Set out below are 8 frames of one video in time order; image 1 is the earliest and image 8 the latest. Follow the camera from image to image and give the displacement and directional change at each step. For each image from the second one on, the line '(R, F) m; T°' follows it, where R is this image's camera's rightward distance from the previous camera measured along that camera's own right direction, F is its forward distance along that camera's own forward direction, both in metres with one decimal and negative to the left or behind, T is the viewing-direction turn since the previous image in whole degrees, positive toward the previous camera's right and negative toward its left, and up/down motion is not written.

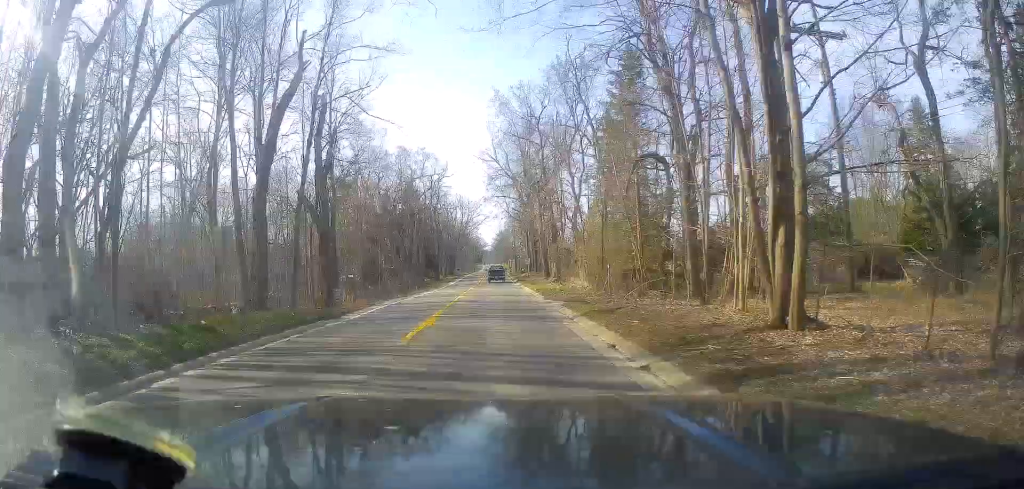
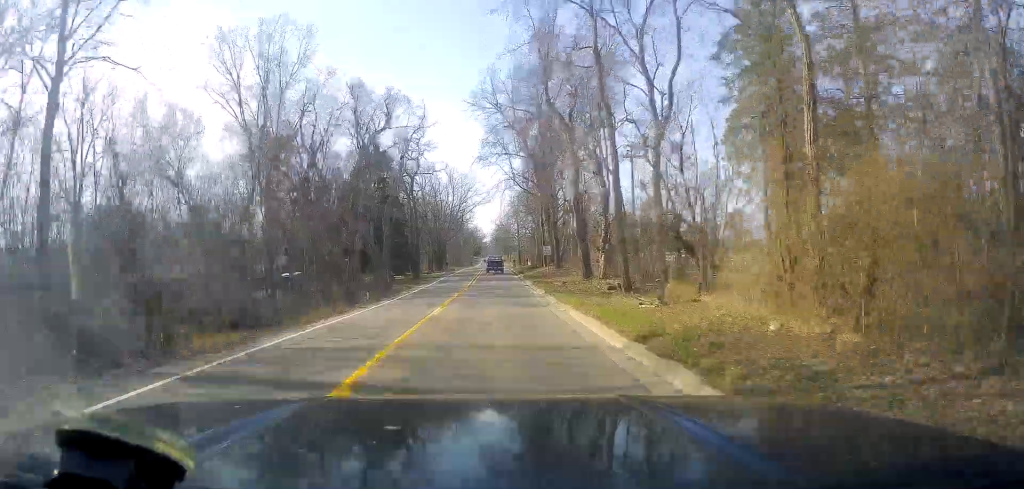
(-0.5, +28.4) m; -1°
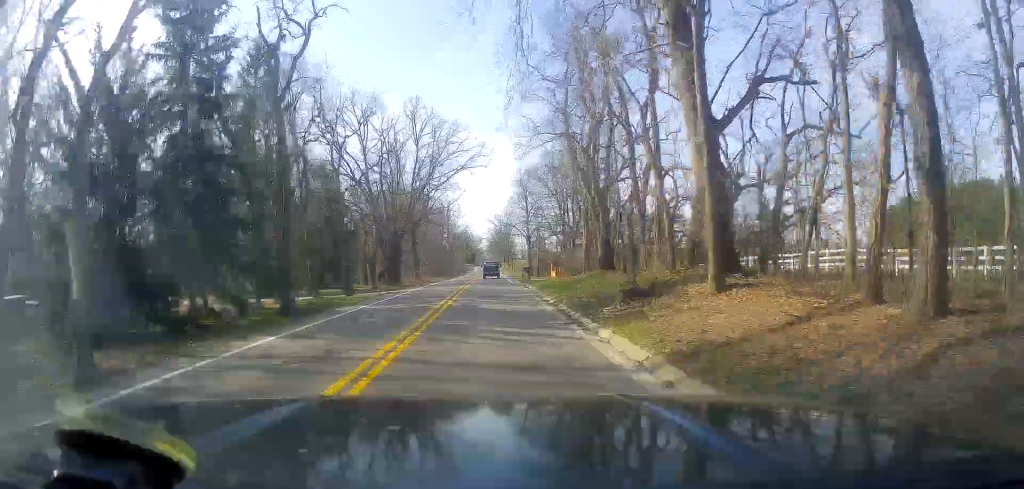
(+0.9, +48.3) m; +2°
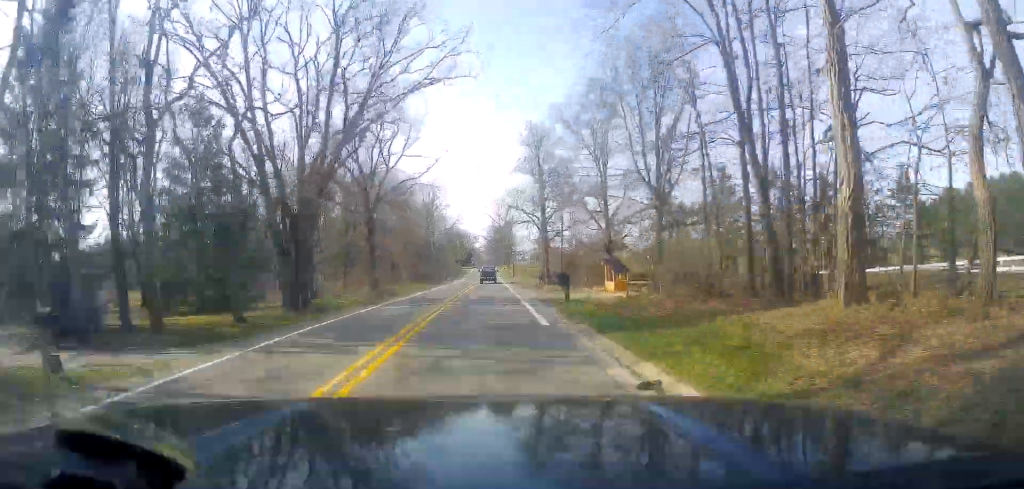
(+0.2, +31.1) m; -1°
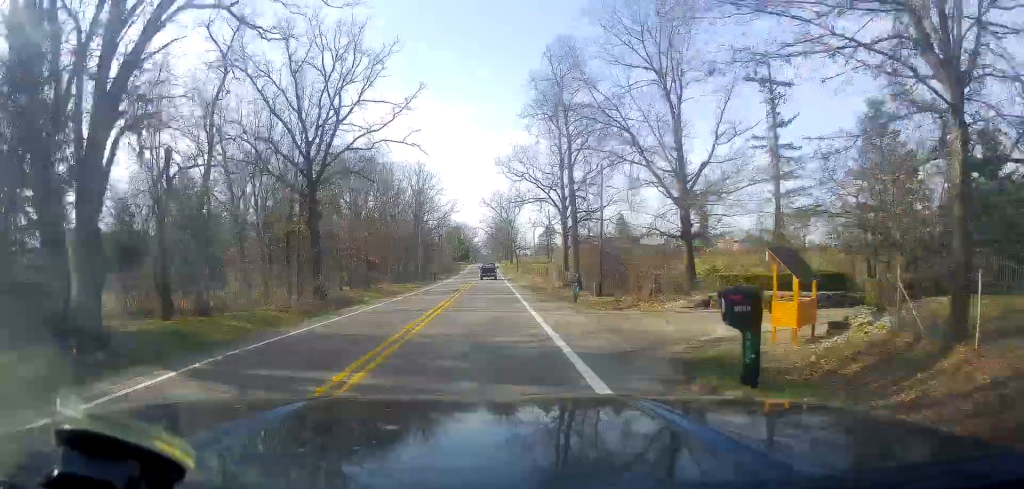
(-0.5, +19.3) m; 0°
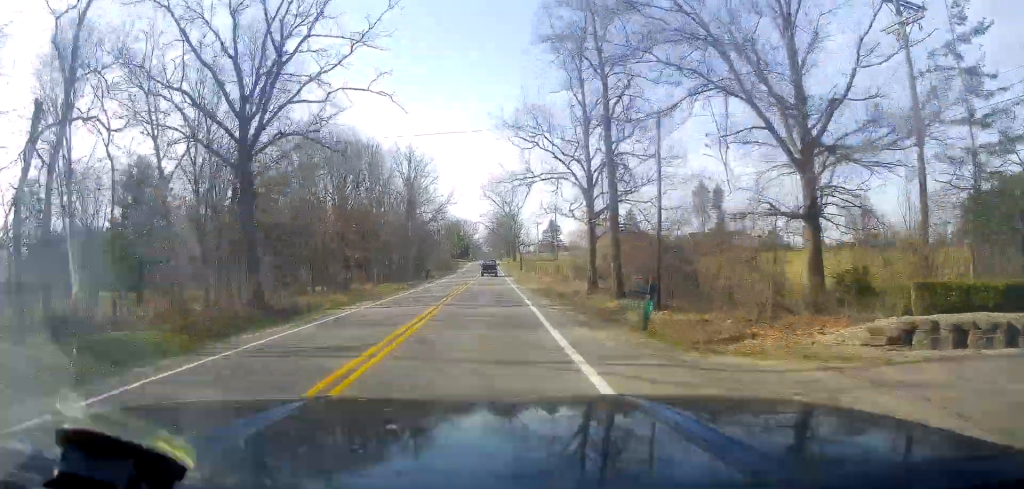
(-0.1, +11.8) m; 0°
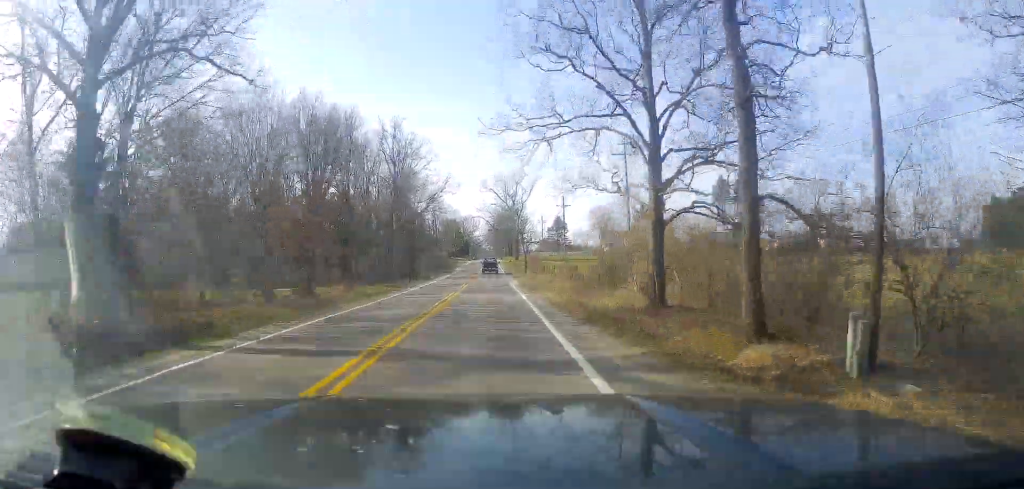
(+0.4, +13.5) m; +1°
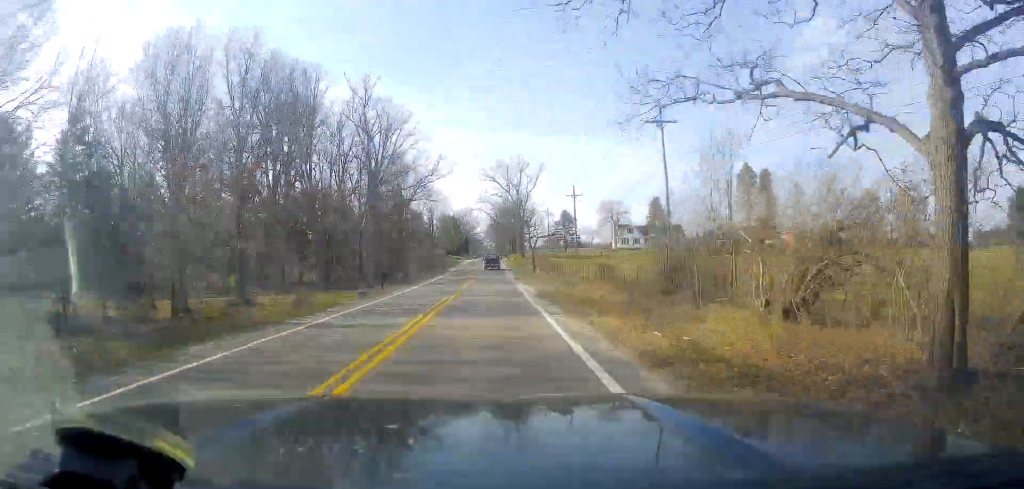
(+0.2, +14.4) m; 0°
